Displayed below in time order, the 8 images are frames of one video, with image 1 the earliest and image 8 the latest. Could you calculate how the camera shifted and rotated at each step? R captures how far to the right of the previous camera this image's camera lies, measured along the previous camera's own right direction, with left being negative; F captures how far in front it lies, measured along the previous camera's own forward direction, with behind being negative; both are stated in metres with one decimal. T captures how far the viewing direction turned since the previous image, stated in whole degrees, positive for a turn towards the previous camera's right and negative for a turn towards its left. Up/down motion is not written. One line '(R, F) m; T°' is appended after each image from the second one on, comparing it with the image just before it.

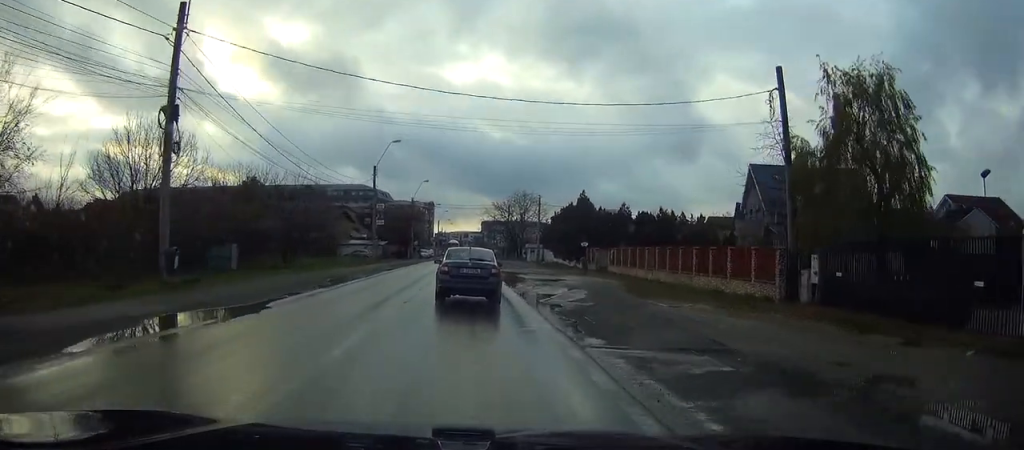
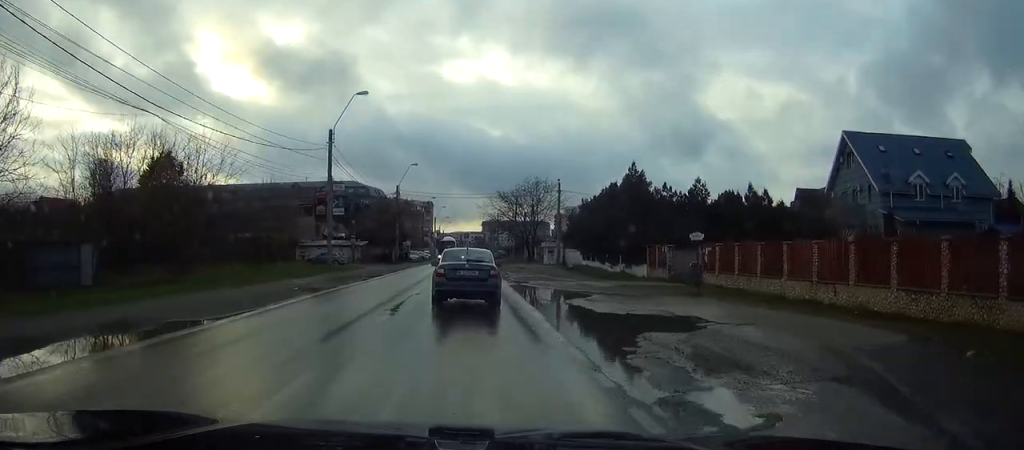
(-0.3, +21.4) m; -1°
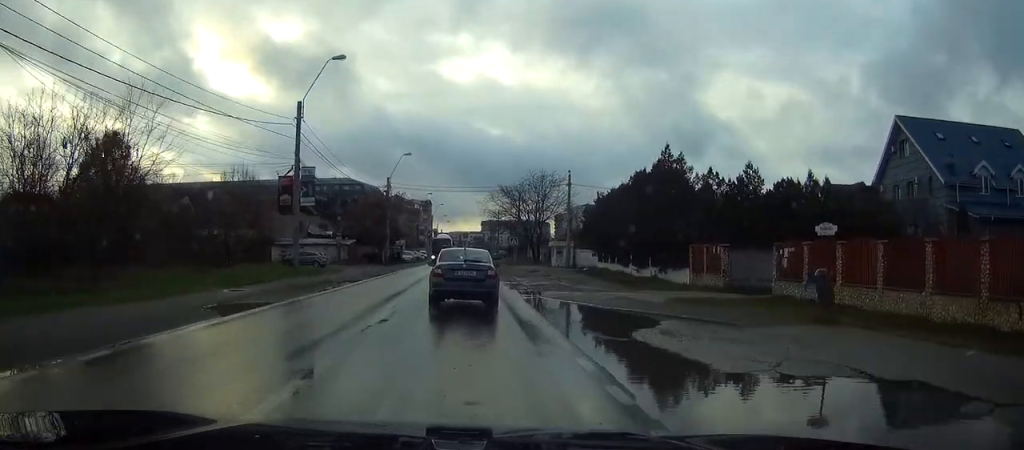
(0.0, +8.6) m; 0°
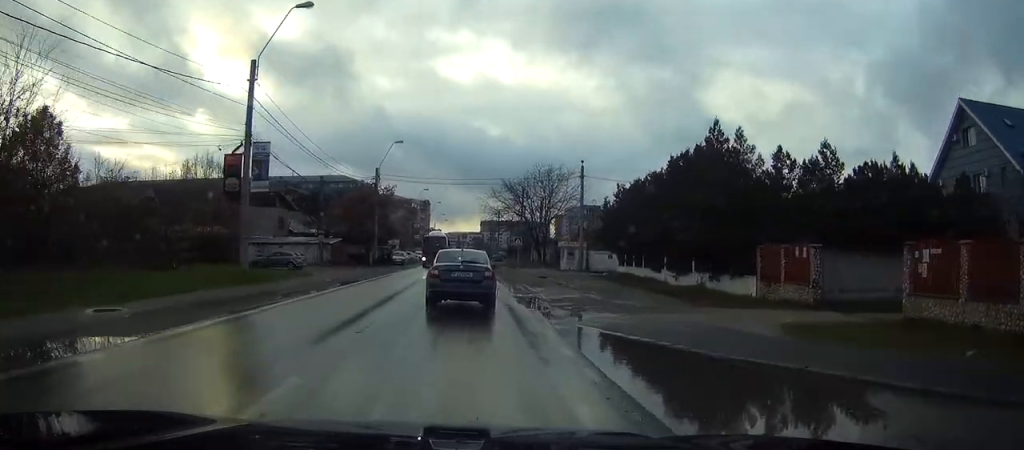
(-0.1, +8.5) m; 0°
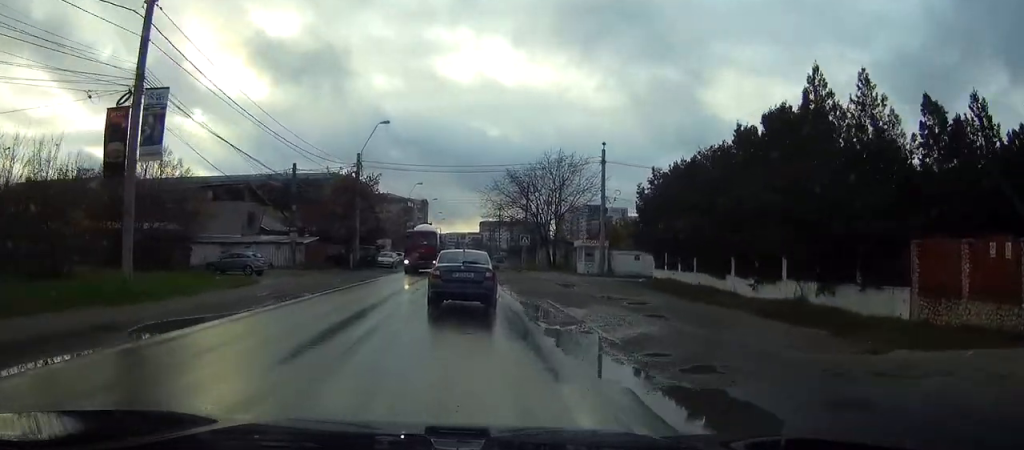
(+0.1, +10.3) m; +1°
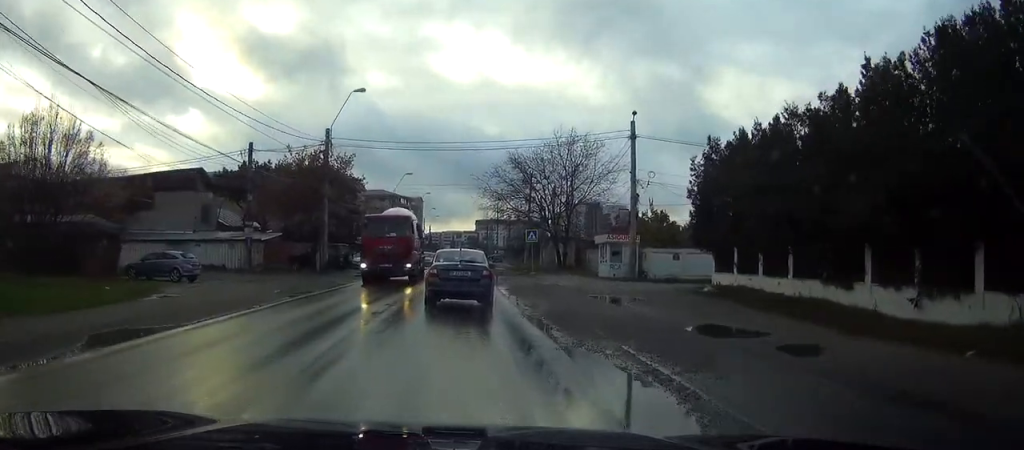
(+0.1, +10.6) m; 0°
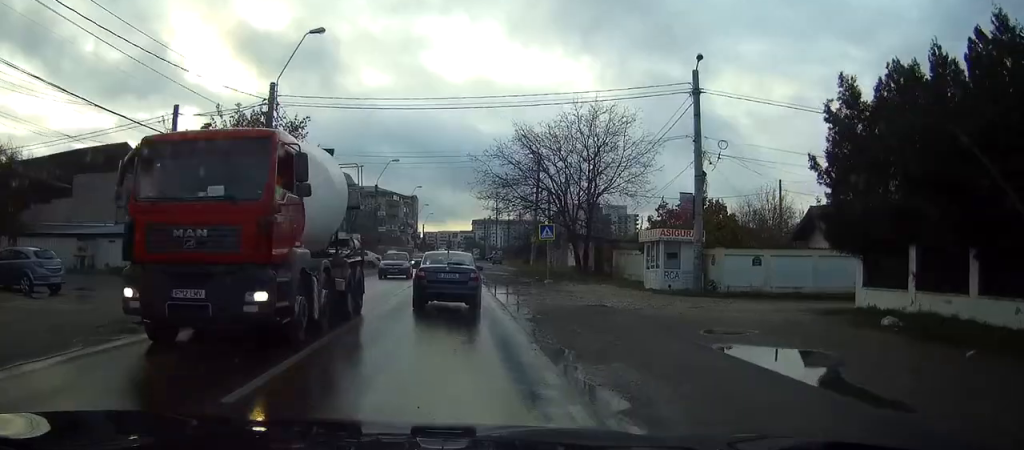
(-0.1, +12.2) m; 0°
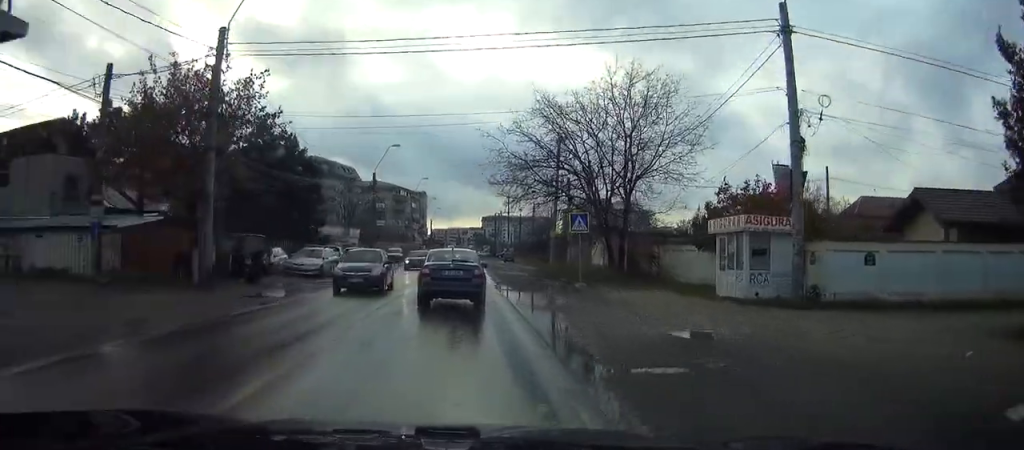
(+0.1, +8.3) m; 0°
